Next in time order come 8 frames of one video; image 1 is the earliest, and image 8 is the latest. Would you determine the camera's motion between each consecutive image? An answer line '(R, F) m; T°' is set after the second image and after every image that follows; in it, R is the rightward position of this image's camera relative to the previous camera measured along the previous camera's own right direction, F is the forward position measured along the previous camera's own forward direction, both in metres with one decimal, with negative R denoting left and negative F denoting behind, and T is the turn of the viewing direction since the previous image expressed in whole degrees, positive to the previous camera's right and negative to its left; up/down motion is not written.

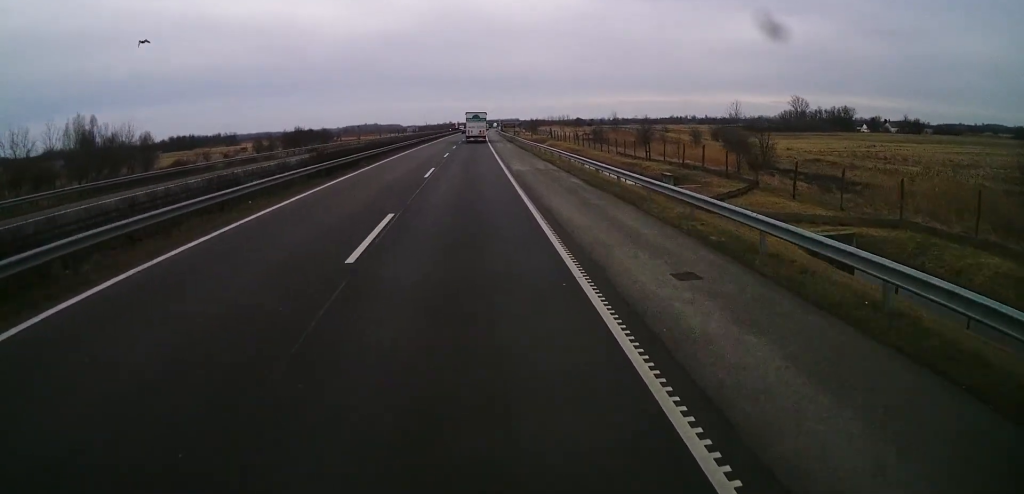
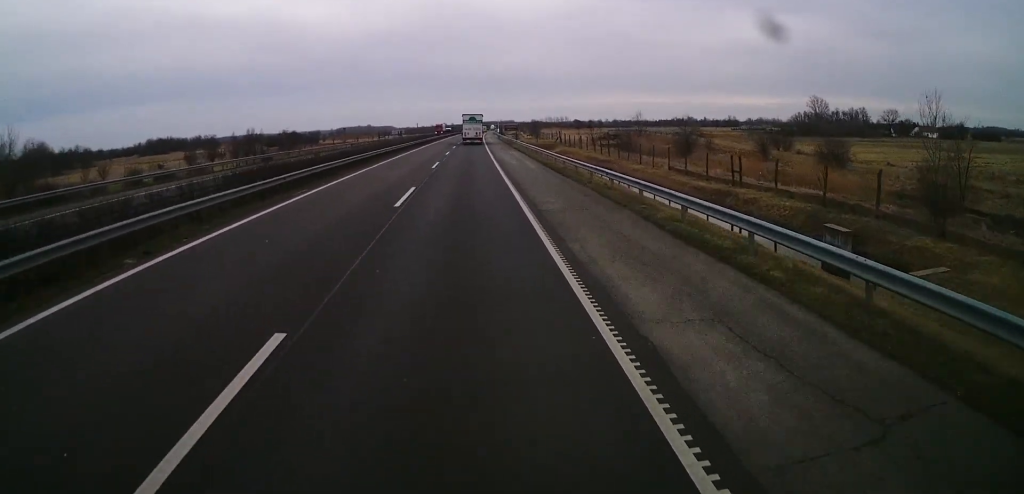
(+0.2, +27.7) m; +2°
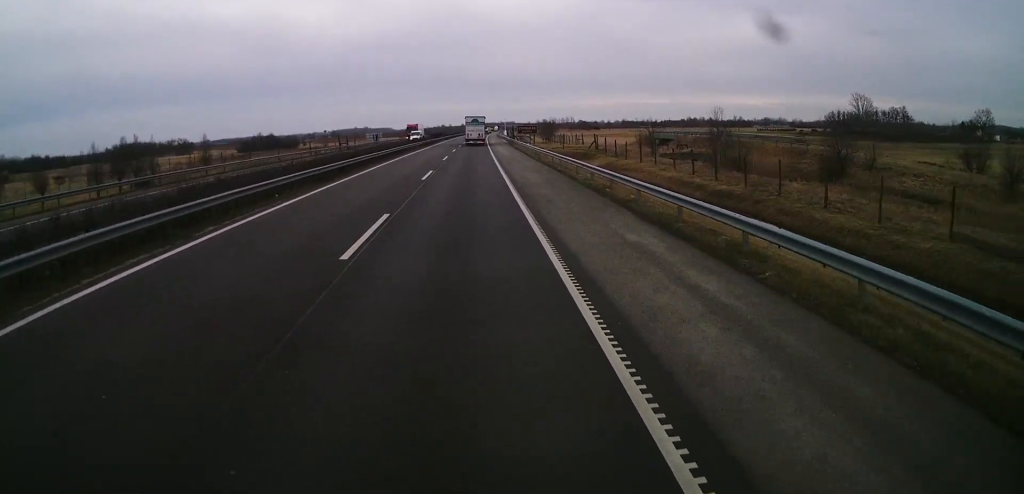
(+0.4, +44.0) m; +1°
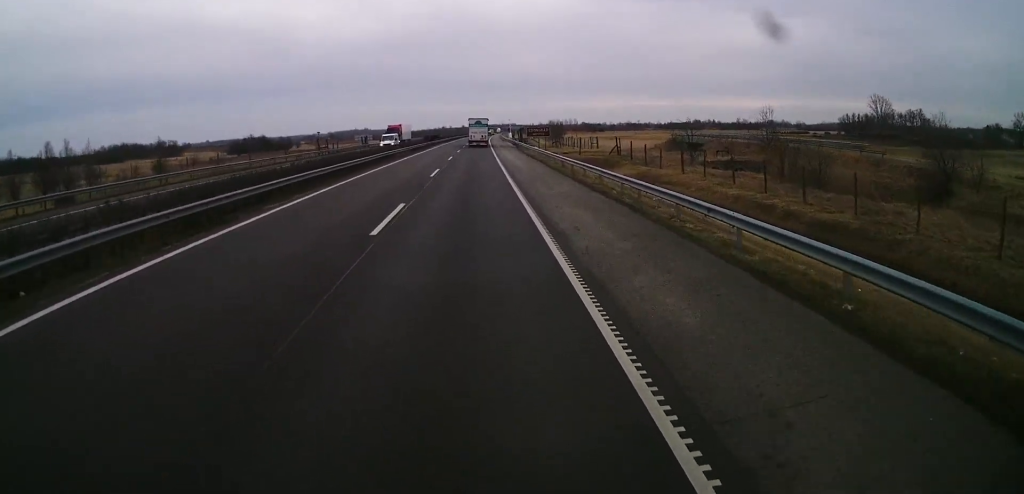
(0.0, +15.4) m; 0°
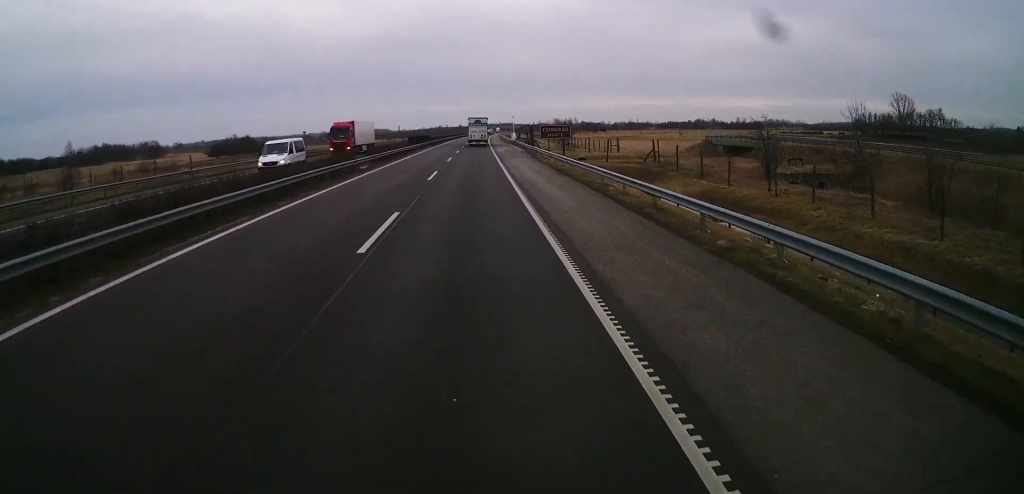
(+0.1, +20.0) m; 0°
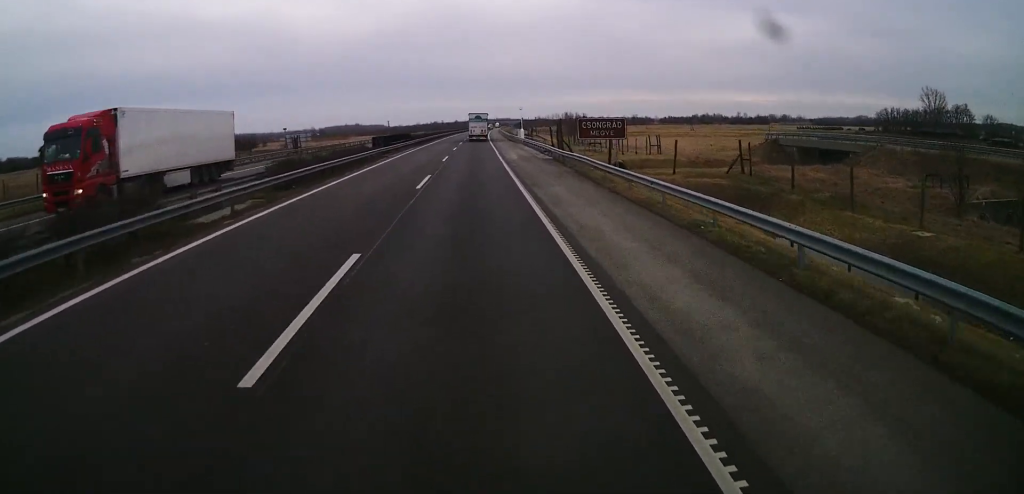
(-0.1, +24.7) m; 0°
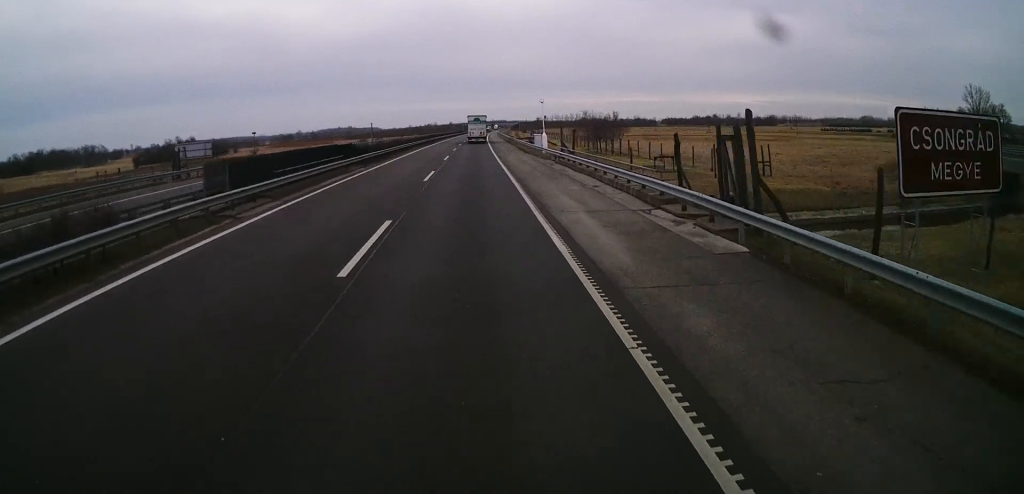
(0.0, +31.6) m; 0°
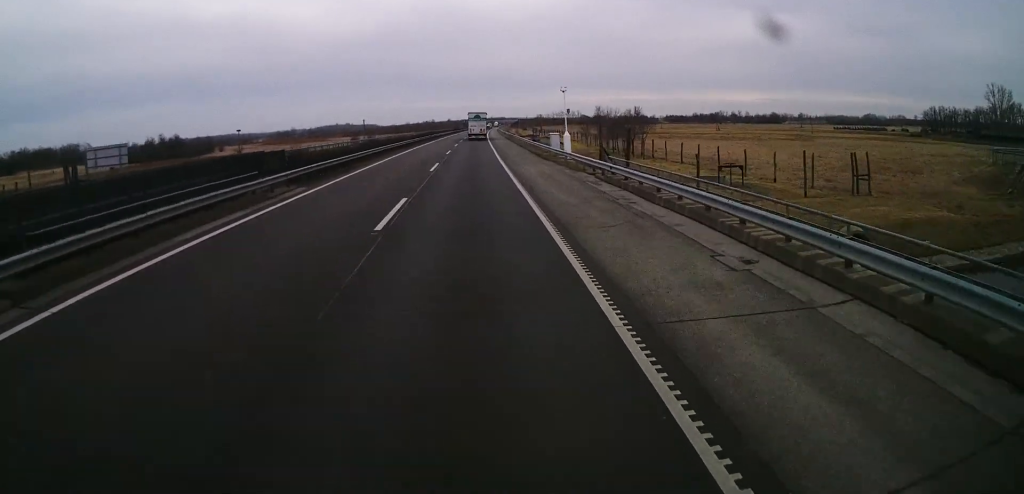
(-0.1, +13.8) m; 0°
